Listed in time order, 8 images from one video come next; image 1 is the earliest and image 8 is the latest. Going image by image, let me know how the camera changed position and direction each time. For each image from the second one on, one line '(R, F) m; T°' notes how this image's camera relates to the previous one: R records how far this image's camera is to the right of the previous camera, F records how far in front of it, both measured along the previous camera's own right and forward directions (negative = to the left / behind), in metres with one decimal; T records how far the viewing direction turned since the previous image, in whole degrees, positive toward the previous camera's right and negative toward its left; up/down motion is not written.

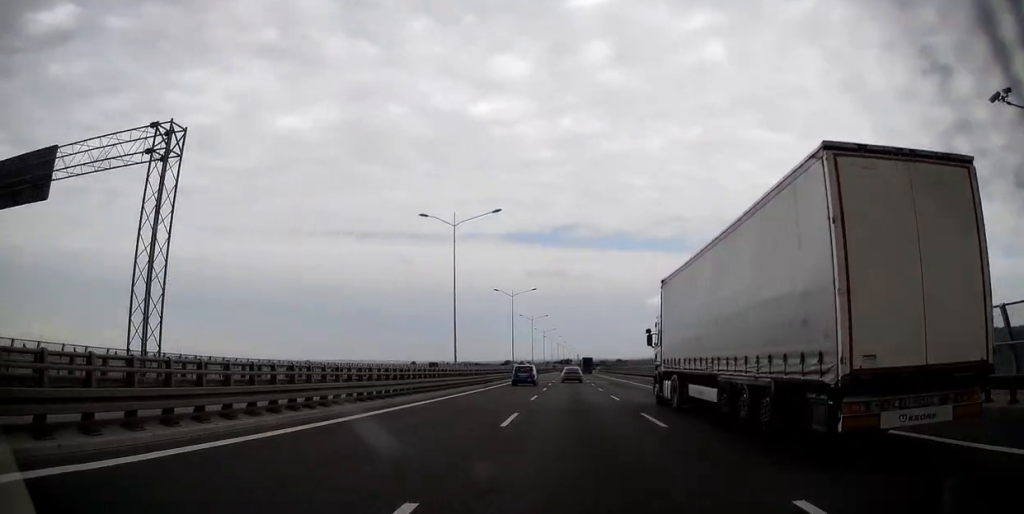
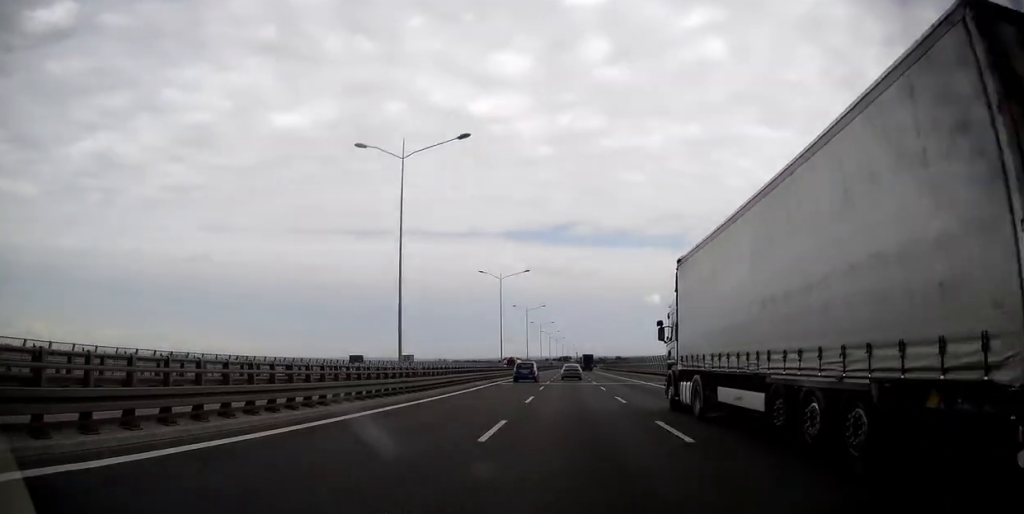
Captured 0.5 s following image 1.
(0.0, +15.0) m; 0°
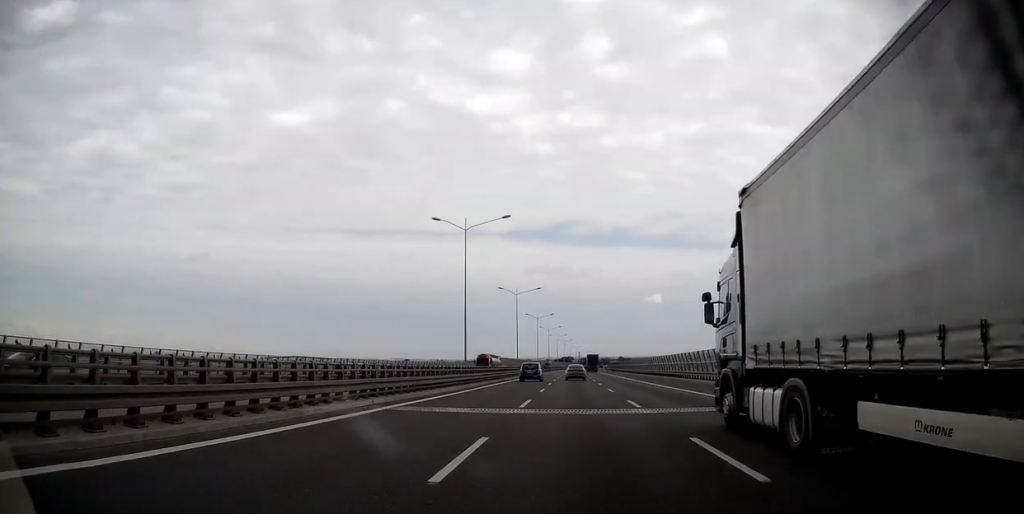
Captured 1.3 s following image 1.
(0.0, +27.9) m; 0°
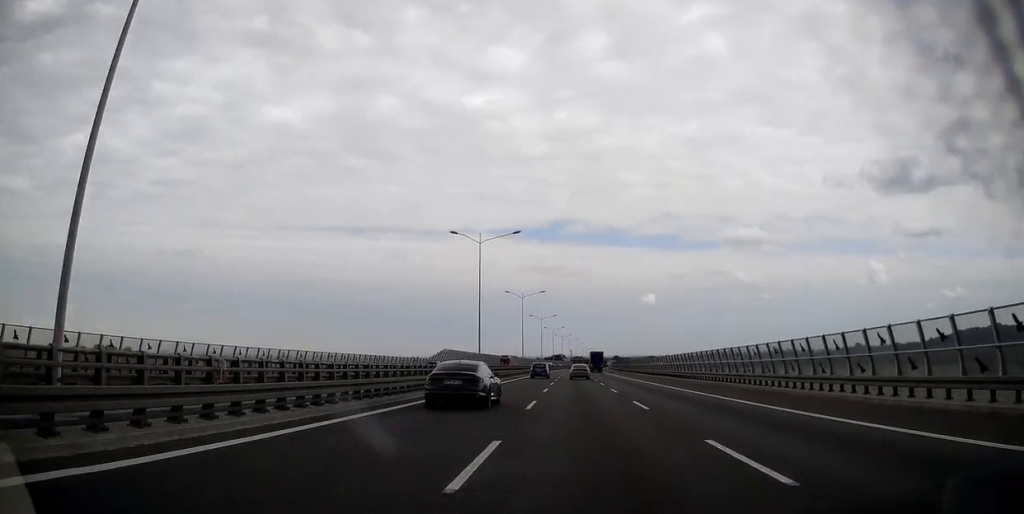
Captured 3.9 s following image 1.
(-0.1, +84.4) m; 0°
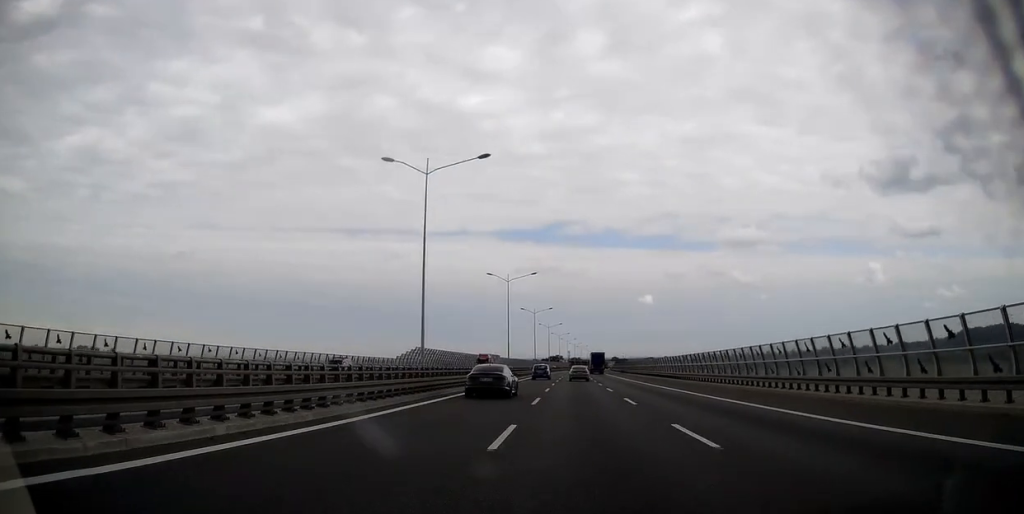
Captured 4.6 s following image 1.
(-0.1, +20.7) m; +1°
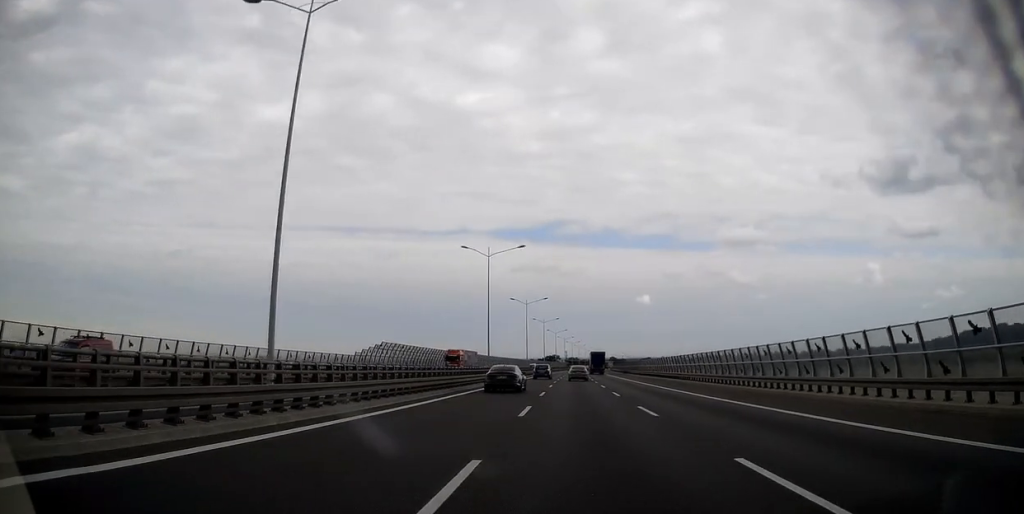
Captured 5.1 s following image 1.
(+0.4, +17.4) m; 0°
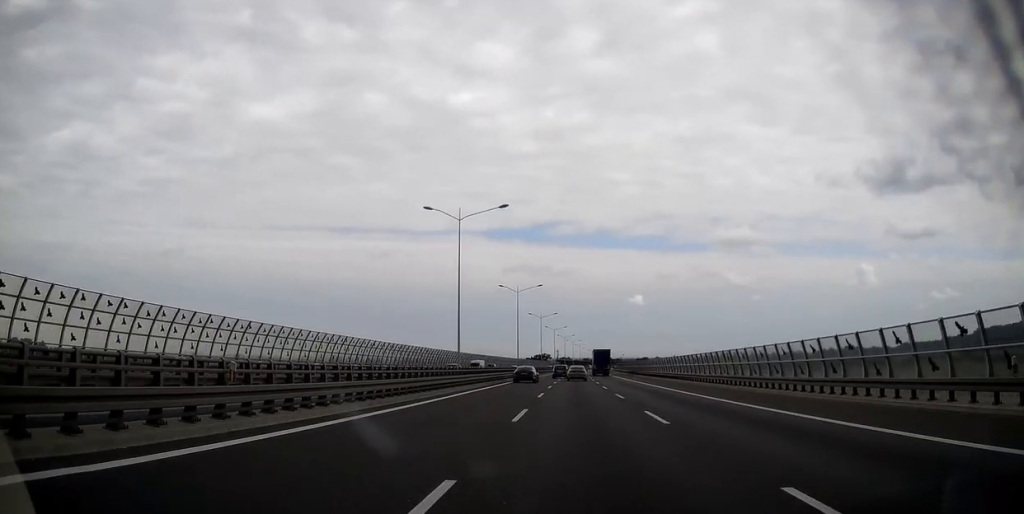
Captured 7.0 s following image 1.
(+0.1, +61.6) m; 0°
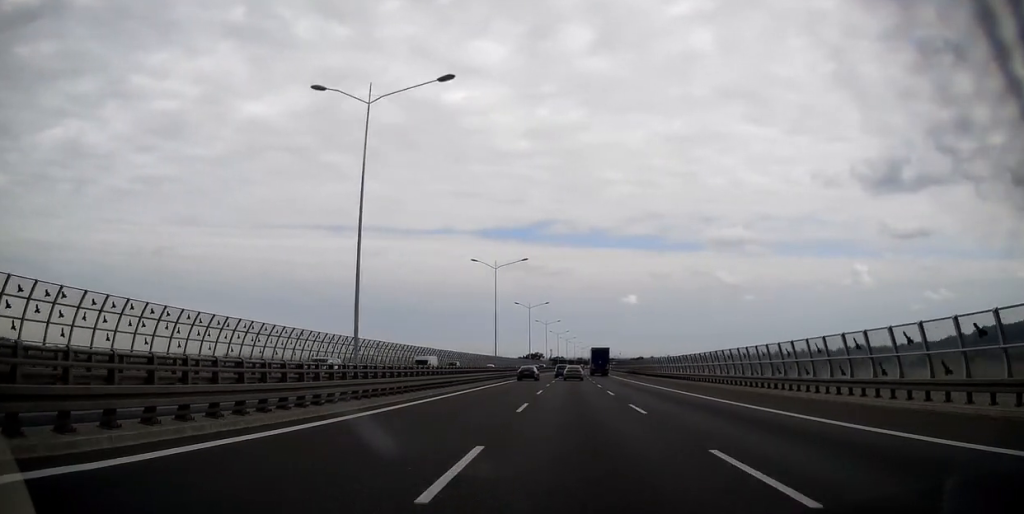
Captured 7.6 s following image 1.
(0.0, +21.0) m; 0°
